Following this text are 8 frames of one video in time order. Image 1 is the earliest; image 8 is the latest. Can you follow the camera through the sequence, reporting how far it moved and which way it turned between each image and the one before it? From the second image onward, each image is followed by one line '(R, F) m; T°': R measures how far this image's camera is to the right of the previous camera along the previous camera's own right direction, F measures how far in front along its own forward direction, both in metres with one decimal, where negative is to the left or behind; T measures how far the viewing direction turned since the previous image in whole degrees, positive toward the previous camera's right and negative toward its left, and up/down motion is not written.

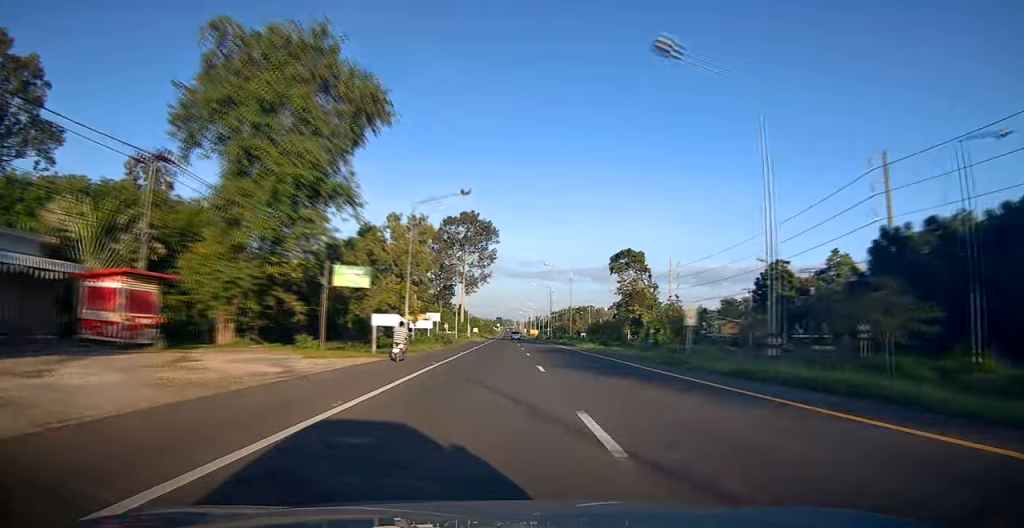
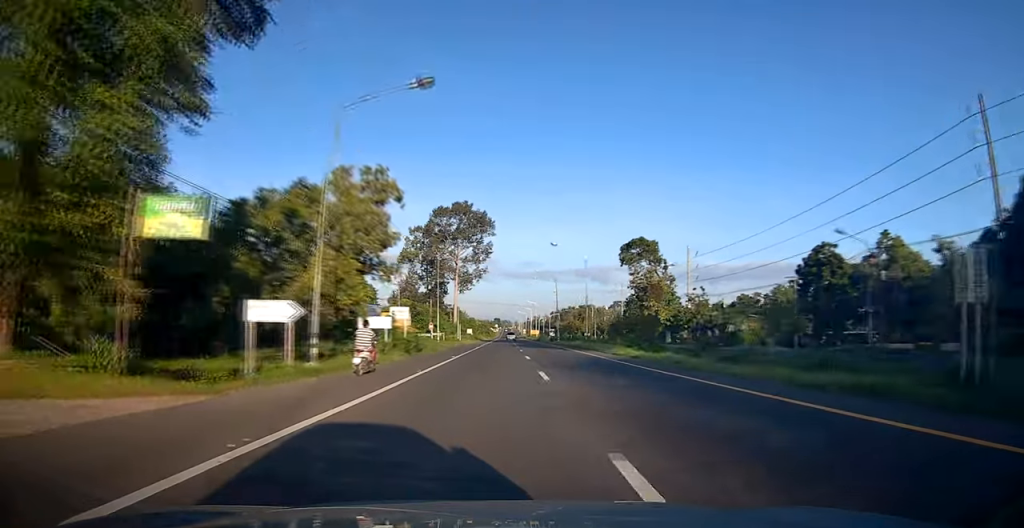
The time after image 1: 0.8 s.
(+0.4, +14.9) m; 0°
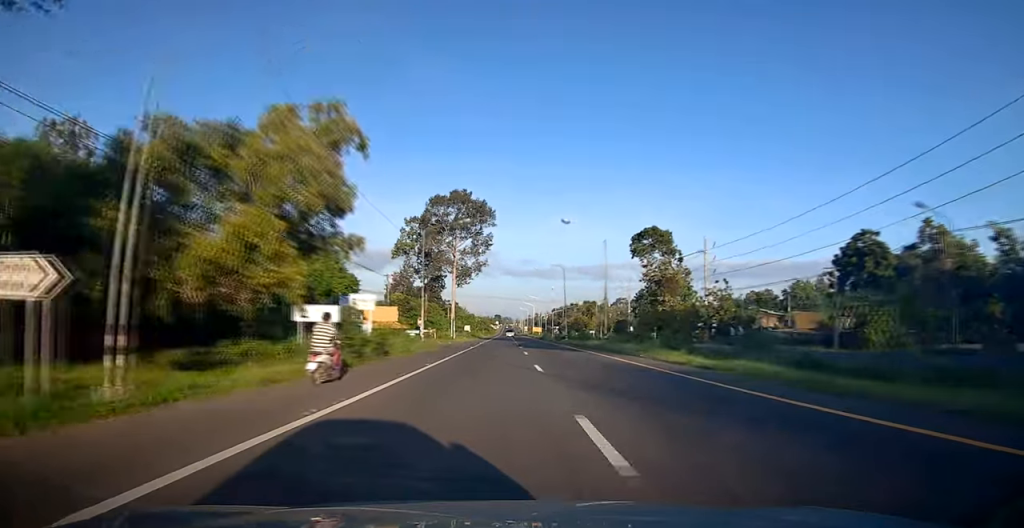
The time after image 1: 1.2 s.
(-0.3, +9.5) m; -1°
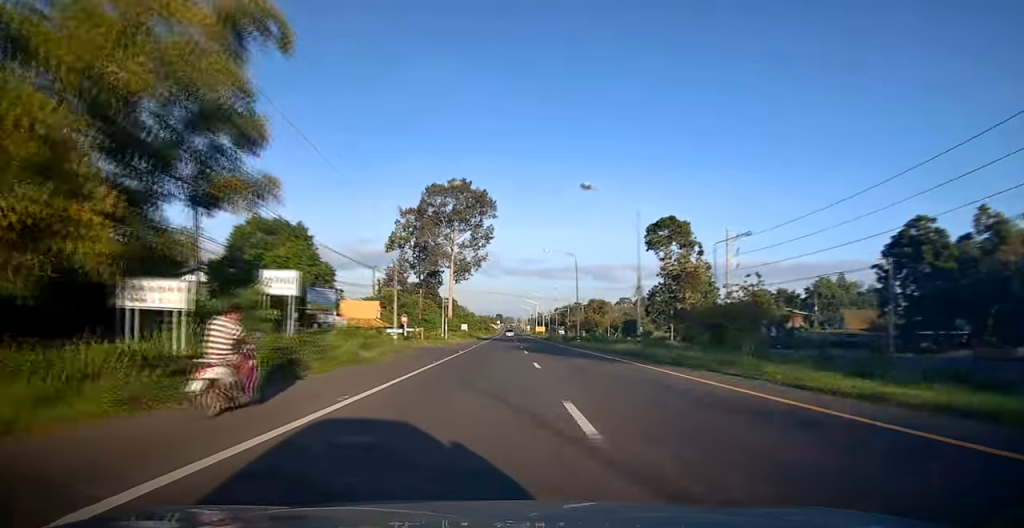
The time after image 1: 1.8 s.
(-0.1, +10.3) m; -1°
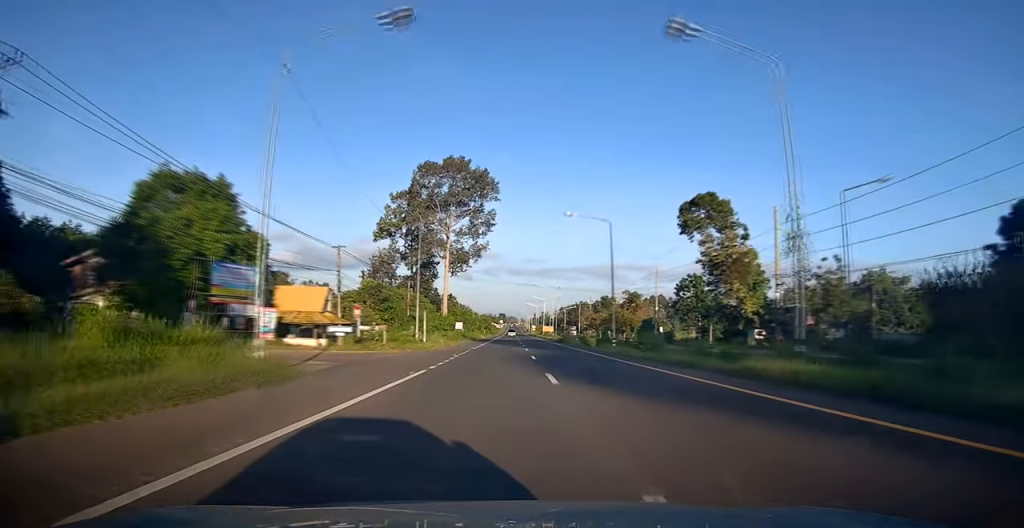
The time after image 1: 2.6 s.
(0.0, +17.5) m; +1°
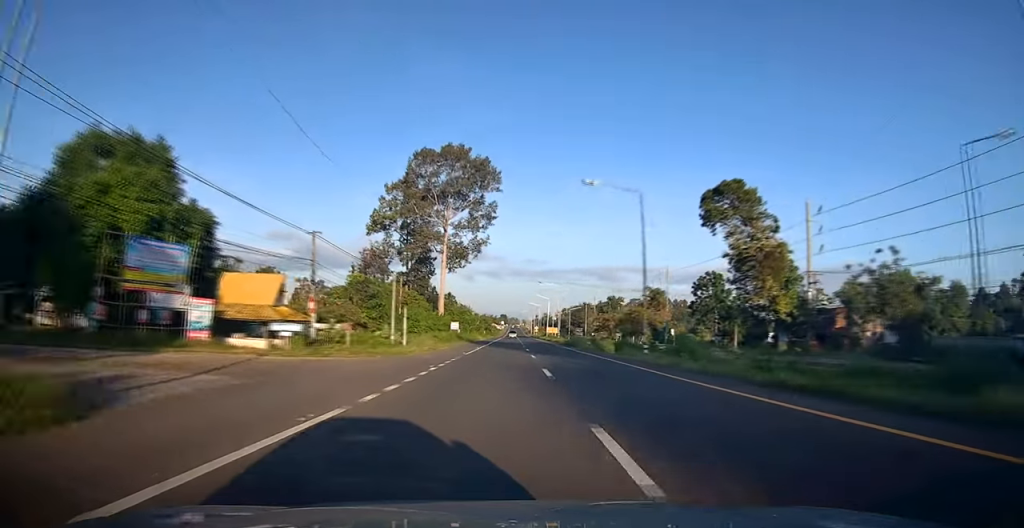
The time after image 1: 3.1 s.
(+0.1, +8.7) m; 0°
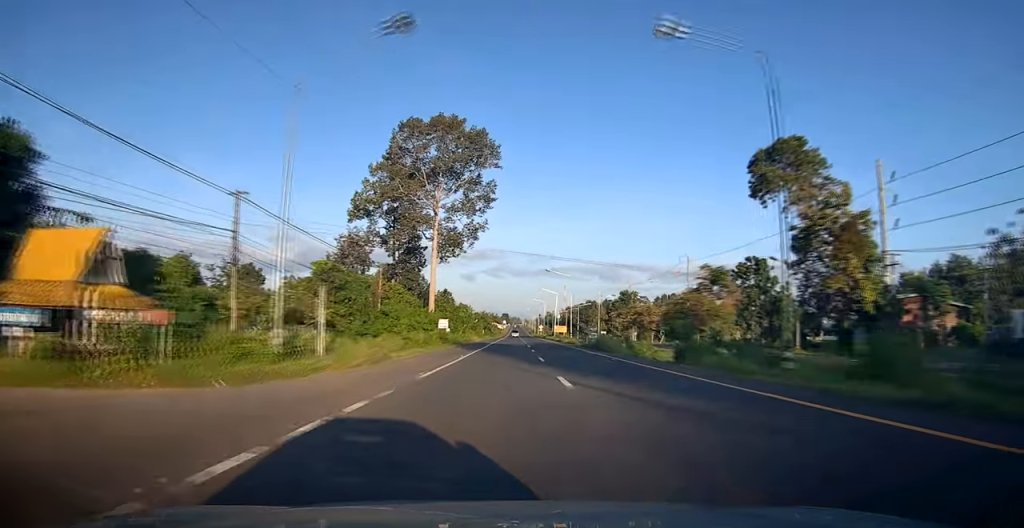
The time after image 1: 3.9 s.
(+0.2, +15.7) m; 0°
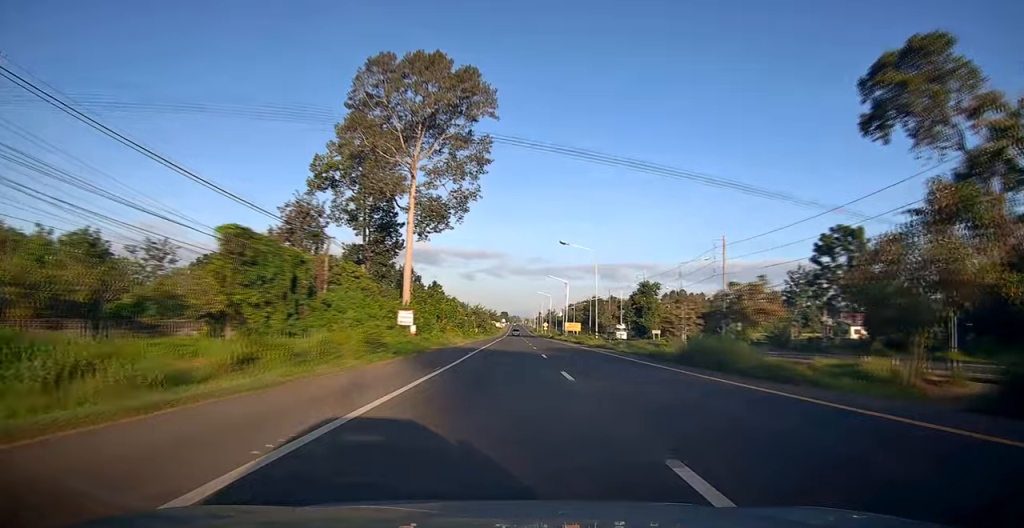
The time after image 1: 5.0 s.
(-0.2, +22.7) m; 0°
